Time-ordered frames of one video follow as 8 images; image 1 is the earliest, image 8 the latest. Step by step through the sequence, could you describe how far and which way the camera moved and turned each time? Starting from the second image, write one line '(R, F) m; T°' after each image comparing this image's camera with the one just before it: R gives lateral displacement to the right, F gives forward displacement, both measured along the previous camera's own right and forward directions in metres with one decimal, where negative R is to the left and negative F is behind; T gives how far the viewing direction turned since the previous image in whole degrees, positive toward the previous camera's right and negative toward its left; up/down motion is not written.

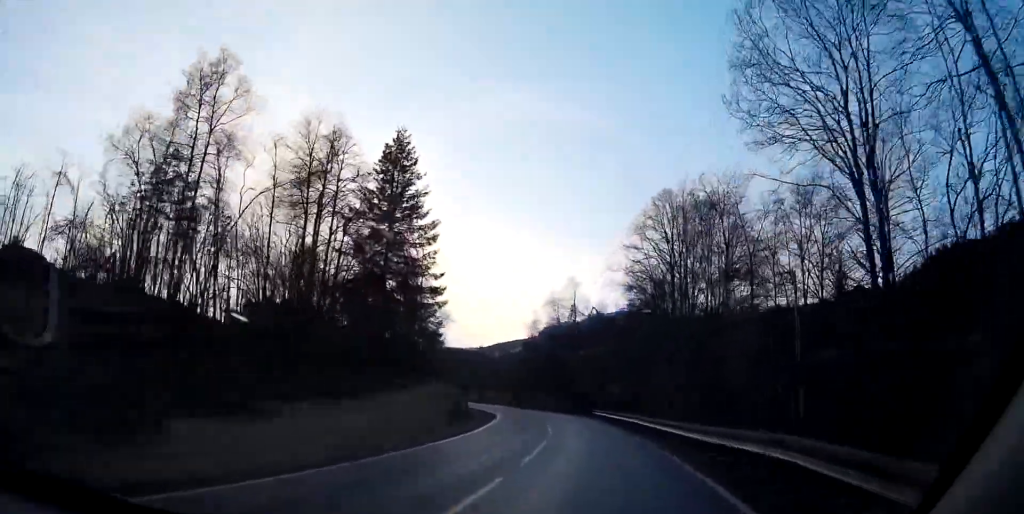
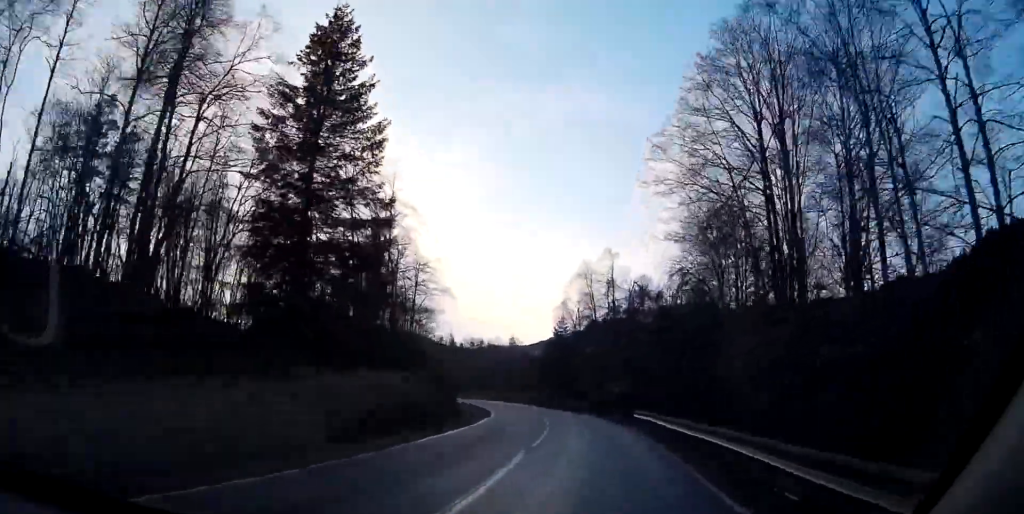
(-0.8, +19.8) m; -5°
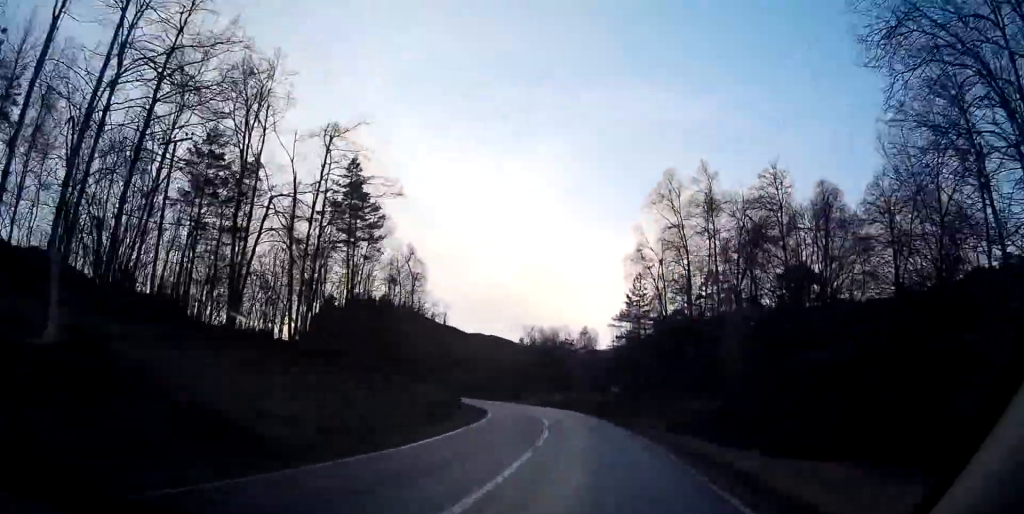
(-2.2, +33.6) m; -6°
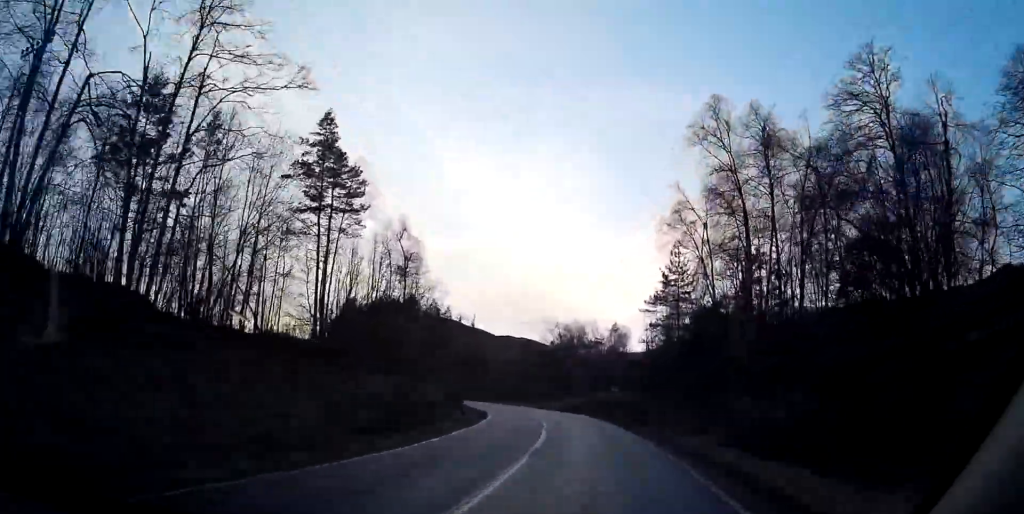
(+0.1, +12.7) m; -1°
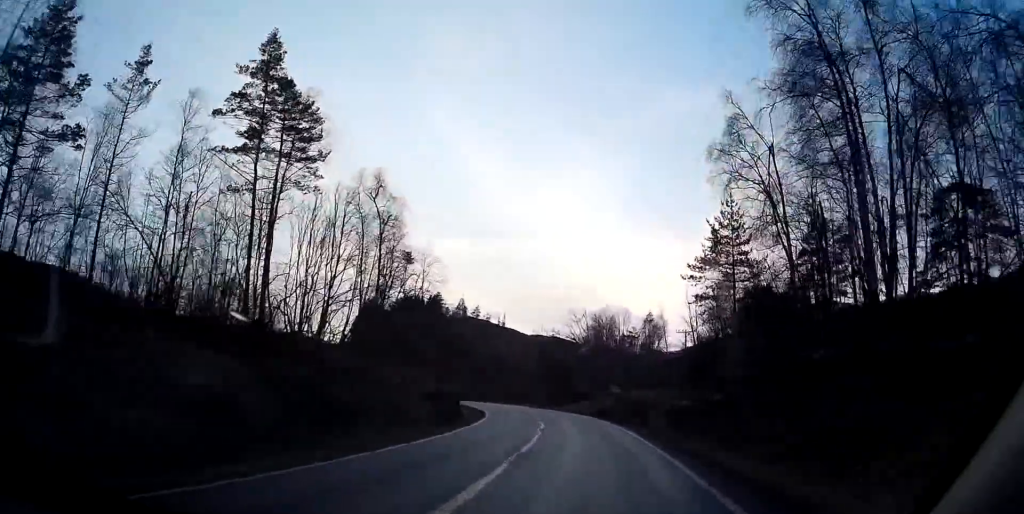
(-0.5, +13.7) m; -4°
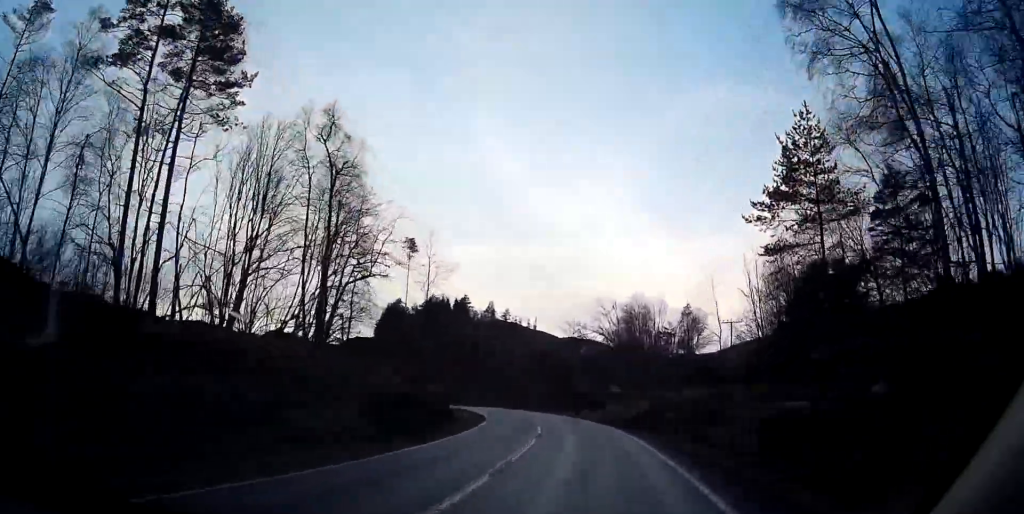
(-0.4, +12.9) m; -3°
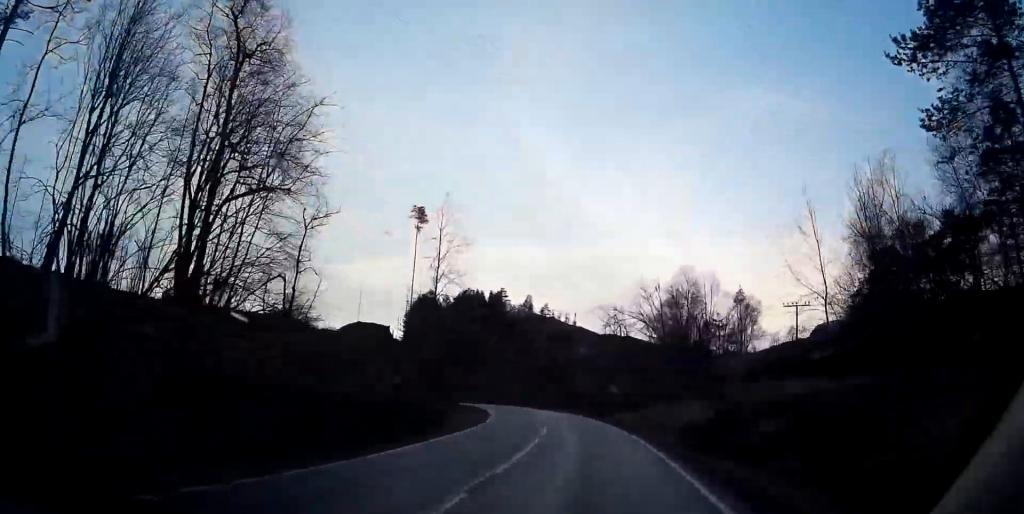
(-0.4, +13.5) m; -3°
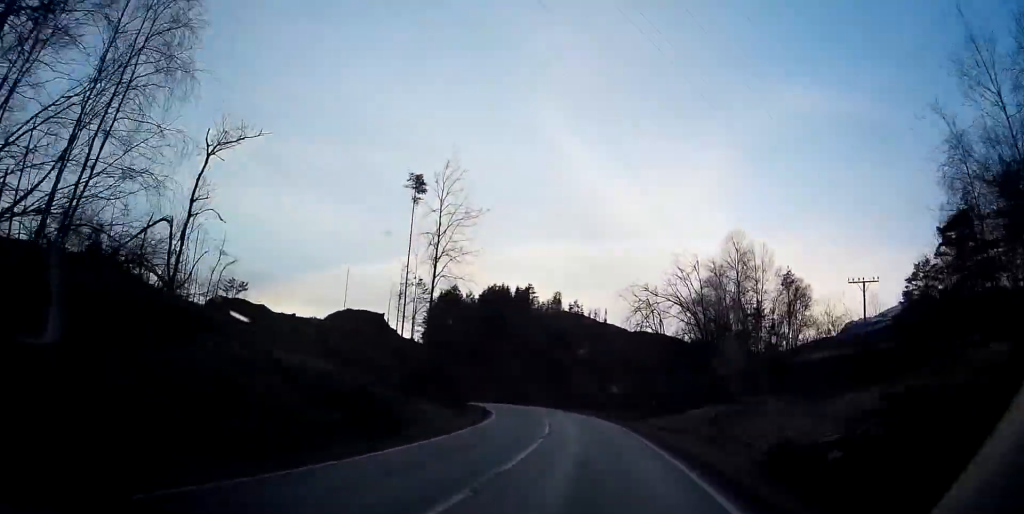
(-0.2, +11.9) m; -2°
